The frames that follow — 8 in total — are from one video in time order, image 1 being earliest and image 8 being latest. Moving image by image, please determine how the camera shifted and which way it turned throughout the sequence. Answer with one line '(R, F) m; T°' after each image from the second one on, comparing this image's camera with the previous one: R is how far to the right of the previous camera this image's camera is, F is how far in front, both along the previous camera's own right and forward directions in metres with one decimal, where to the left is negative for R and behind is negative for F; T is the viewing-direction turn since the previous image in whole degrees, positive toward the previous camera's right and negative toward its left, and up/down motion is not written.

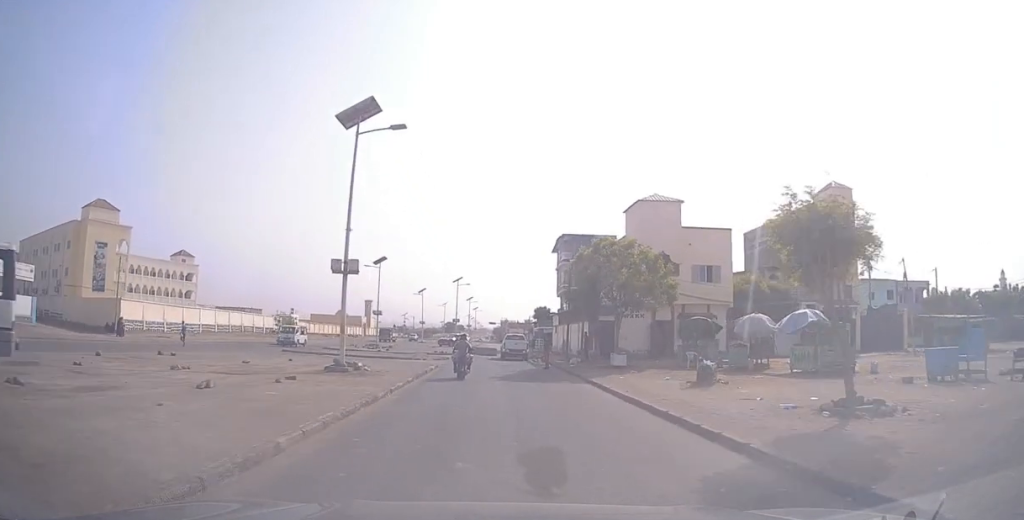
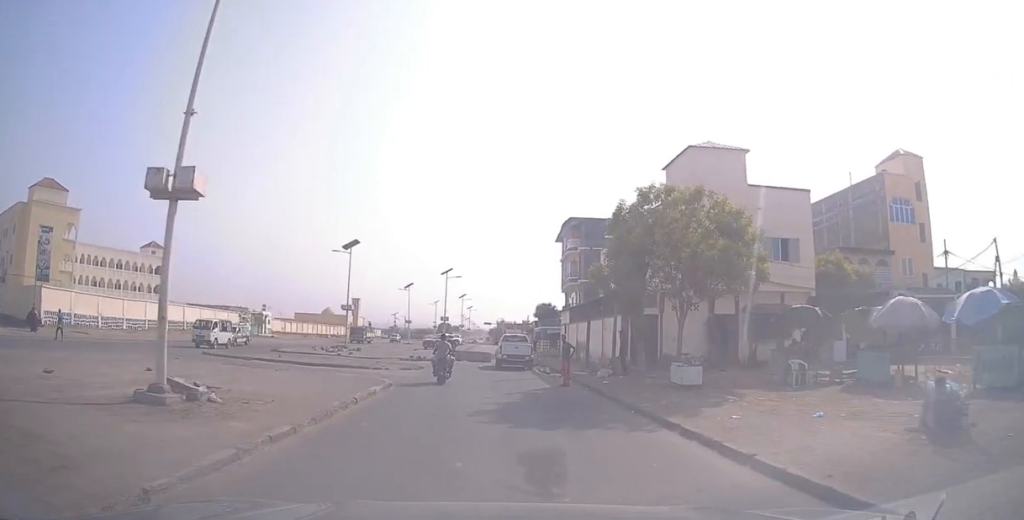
(+0.1, +10.9) m; 0°
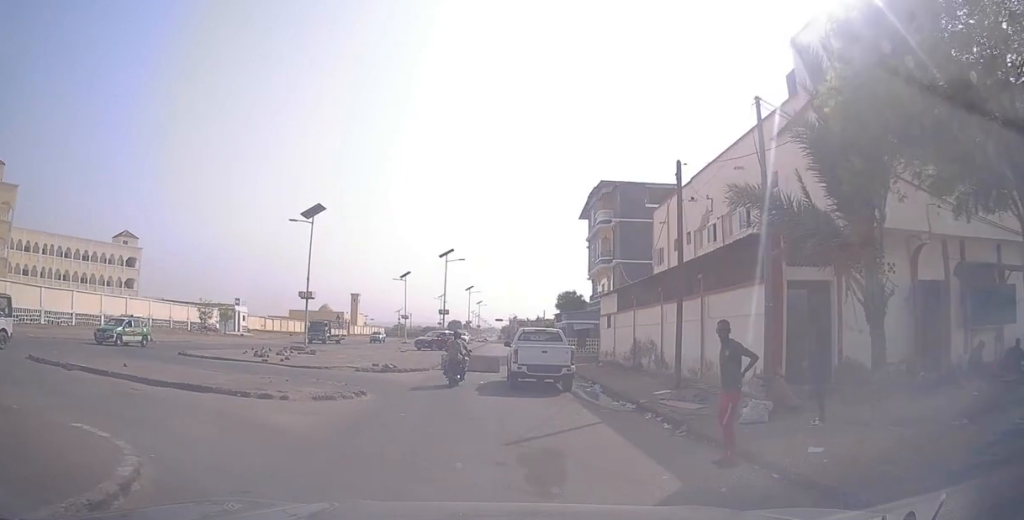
(+0.1, +15.2) m; +1°
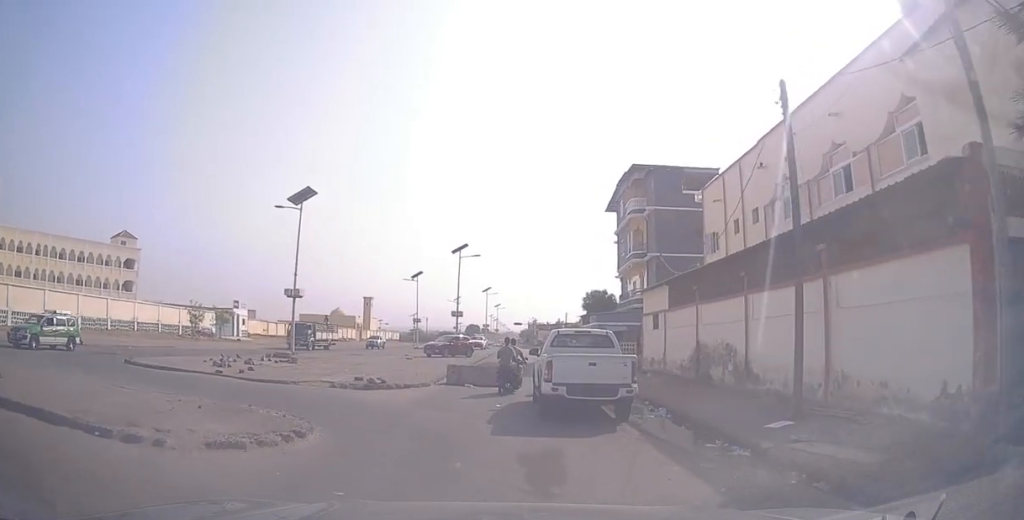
(0.0, +6.2) m; -4°
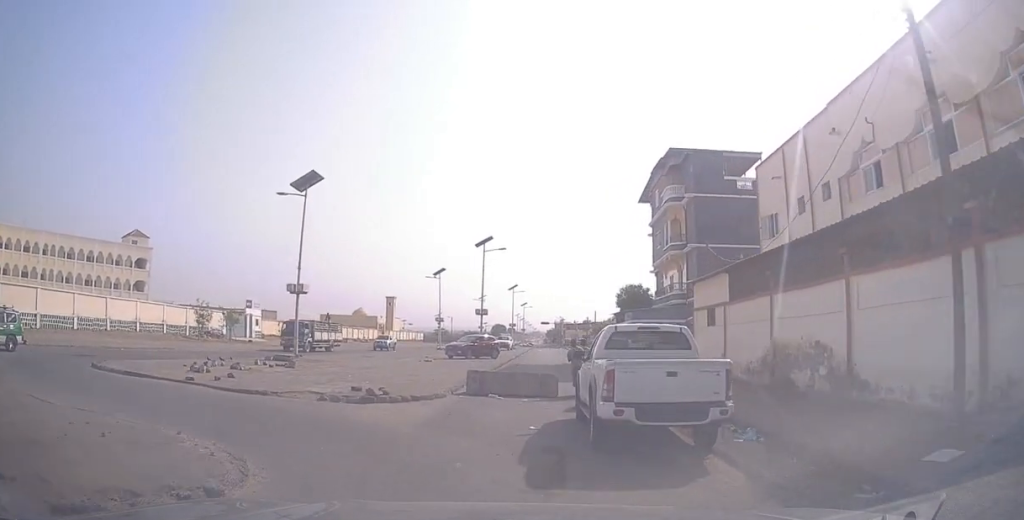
(-0.1, +3.7) m; -7°
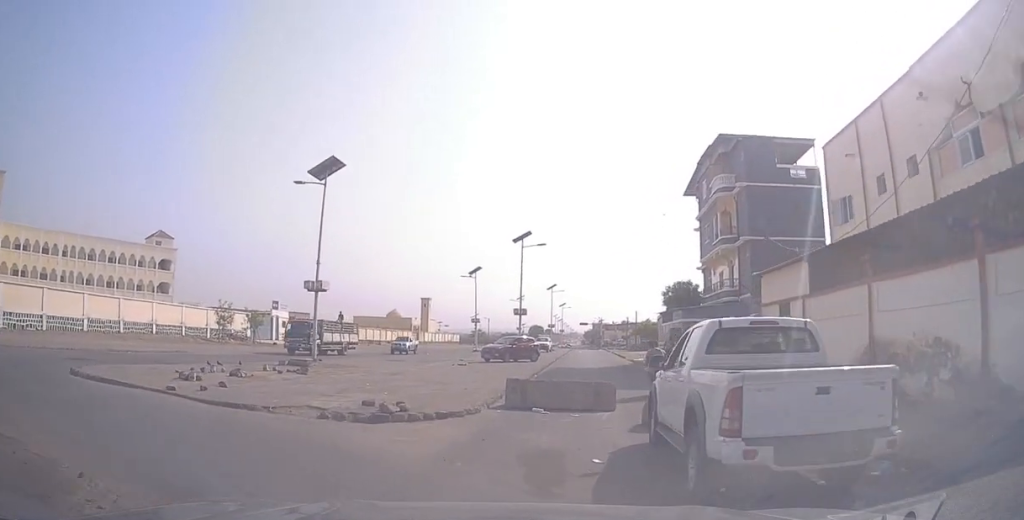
(-0.3, +2.7) m; -10°
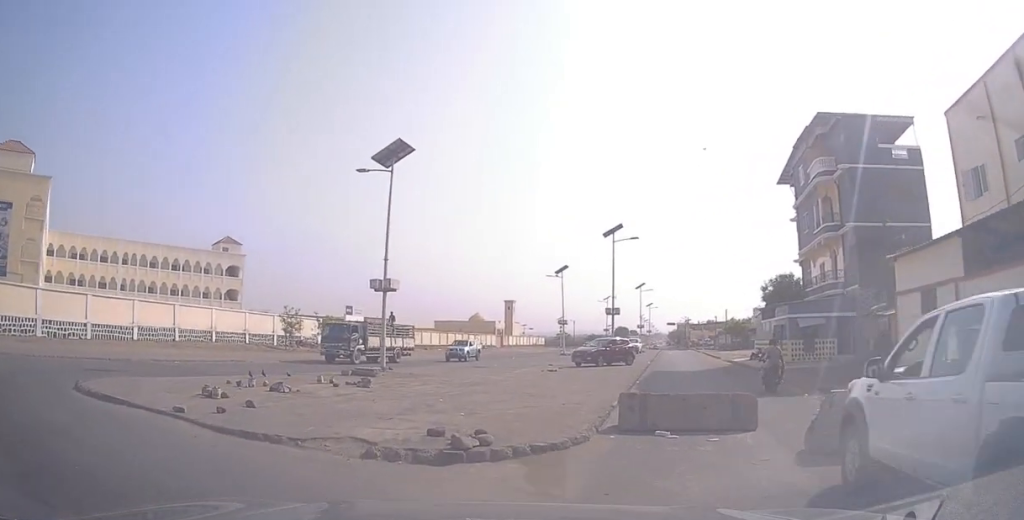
(-0.4, +3.3) m; -18°
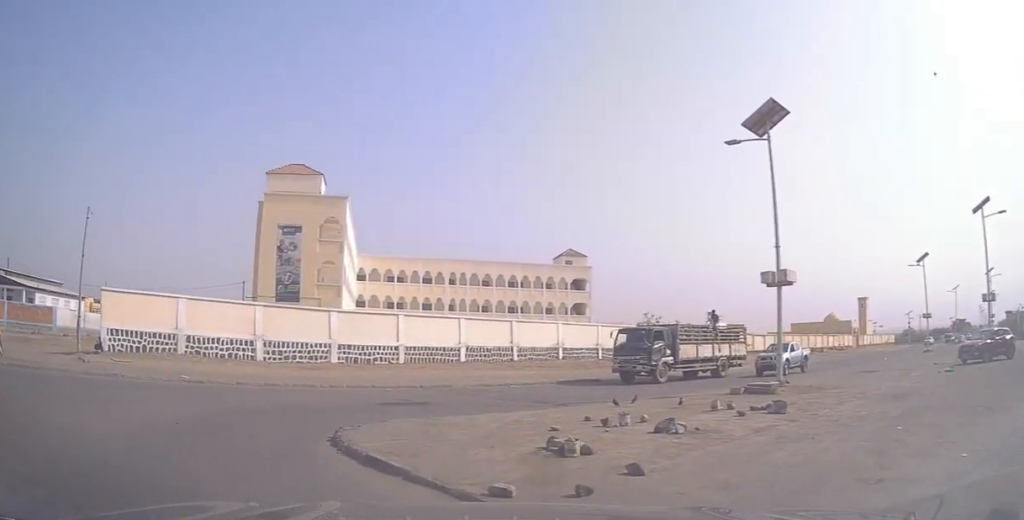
(-1.6, +4.6) m; -39°
